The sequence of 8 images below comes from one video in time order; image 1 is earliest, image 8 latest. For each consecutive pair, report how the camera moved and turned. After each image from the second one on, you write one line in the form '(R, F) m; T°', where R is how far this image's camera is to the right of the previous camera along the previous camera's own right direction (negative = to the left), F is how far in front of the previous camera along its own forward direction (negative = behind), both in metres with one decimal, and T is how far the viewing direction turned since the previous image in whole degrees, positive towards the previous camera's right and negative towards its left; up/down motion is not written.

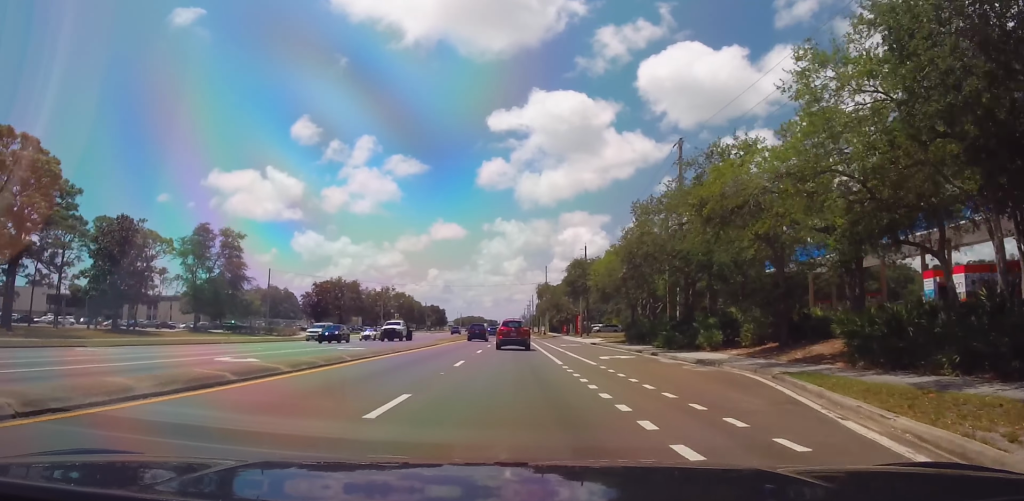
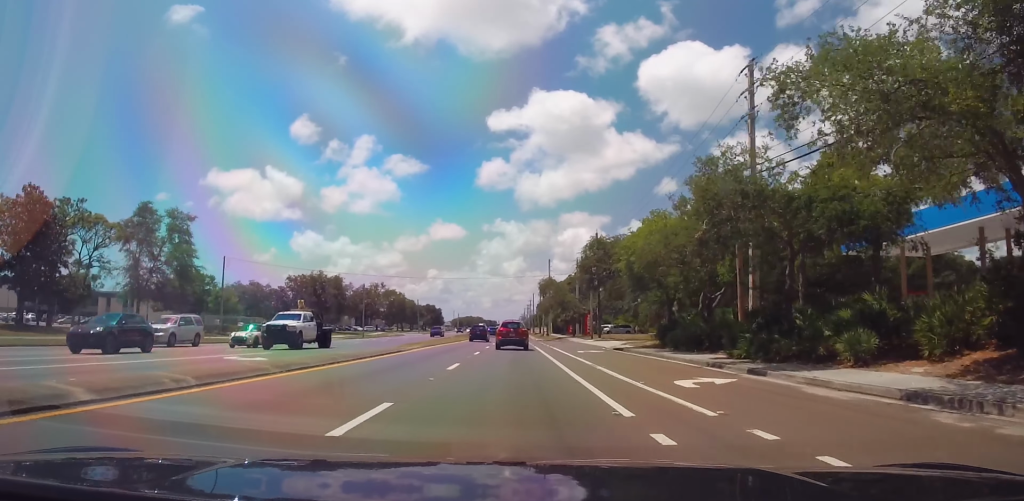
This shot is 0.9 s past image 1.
(0.0, +13.6) m; 0°
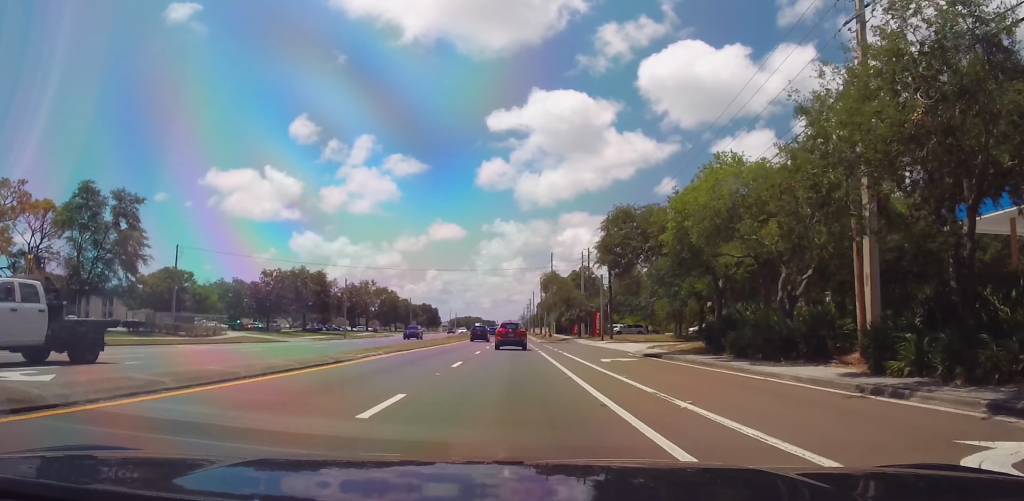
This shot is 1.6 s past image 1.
(0.0, +10.4) m; 0°
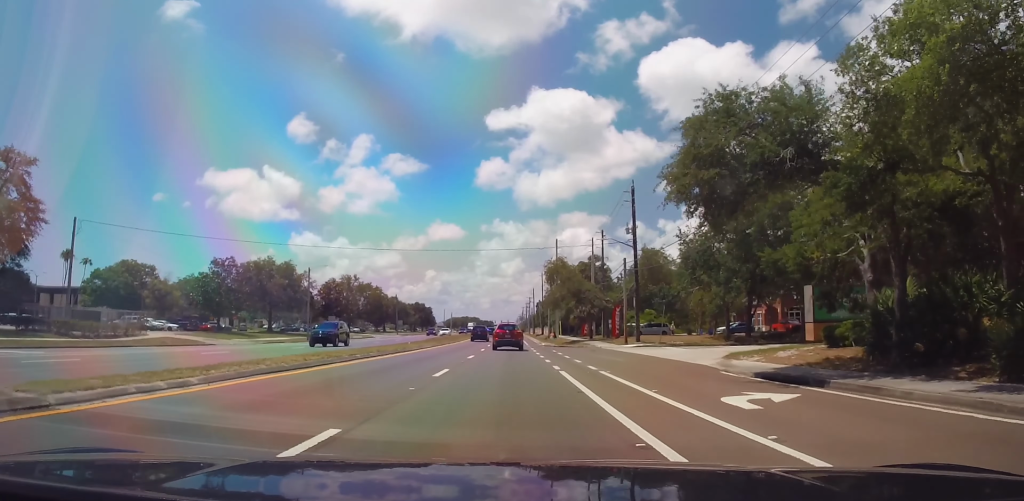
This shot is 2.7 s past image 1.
(0.0, +15.8) m; 0°
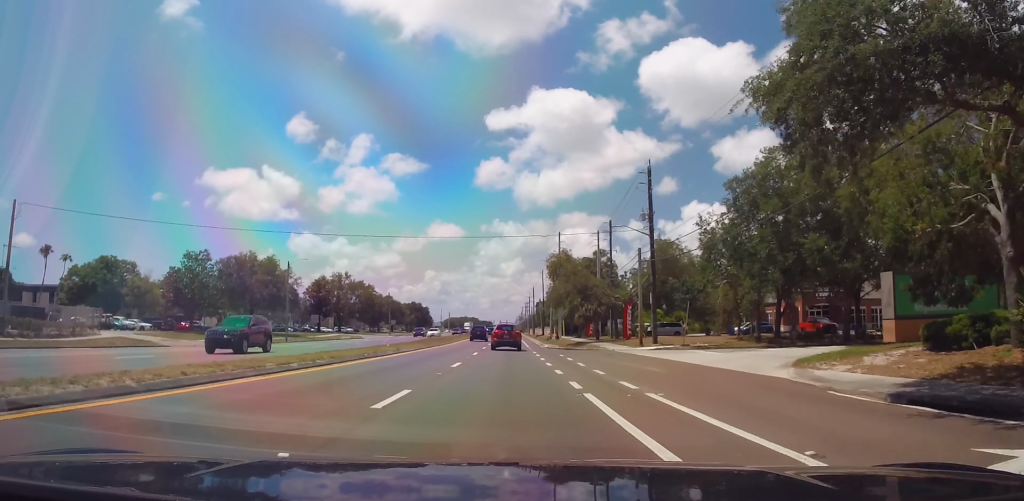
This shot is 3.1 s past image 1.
(0.0, +6.9) m; 0°
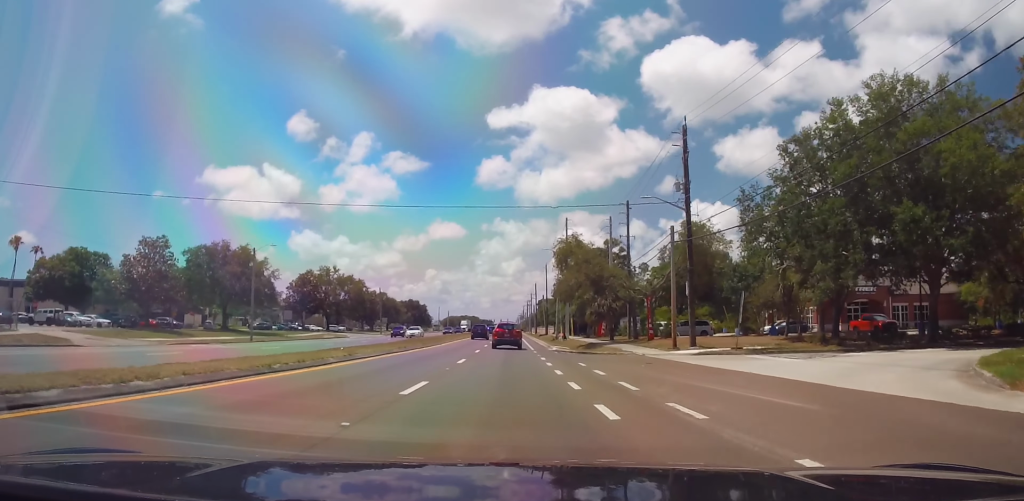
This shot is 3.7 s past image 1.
(0.0, +9.6) m; 0°
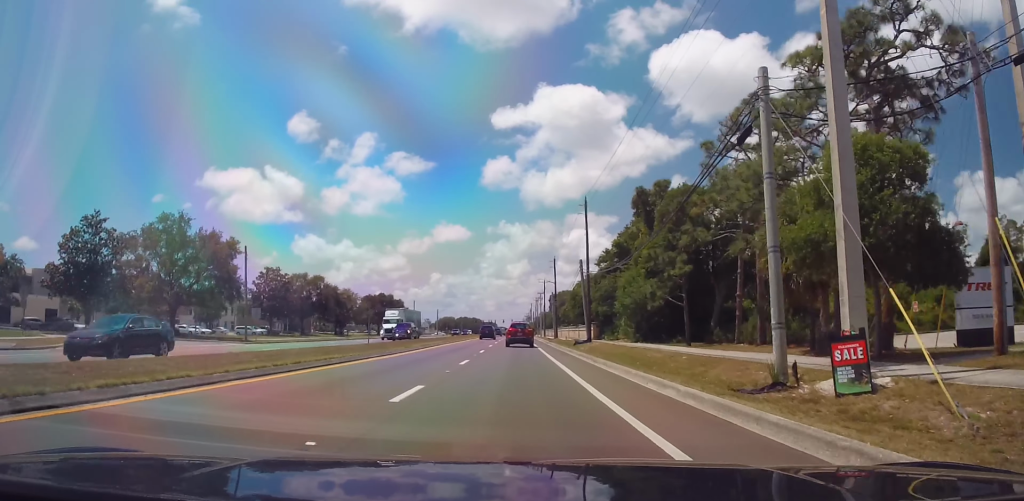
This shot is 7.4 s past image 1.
(-0.9, +62.7) m; -2°
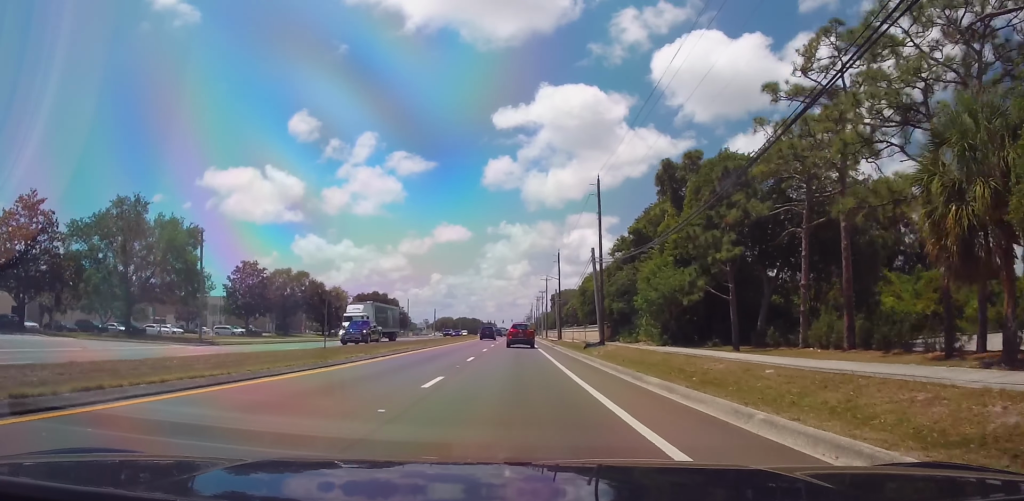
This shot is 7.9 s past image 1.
(+0.1, +8.9) m; +1°
